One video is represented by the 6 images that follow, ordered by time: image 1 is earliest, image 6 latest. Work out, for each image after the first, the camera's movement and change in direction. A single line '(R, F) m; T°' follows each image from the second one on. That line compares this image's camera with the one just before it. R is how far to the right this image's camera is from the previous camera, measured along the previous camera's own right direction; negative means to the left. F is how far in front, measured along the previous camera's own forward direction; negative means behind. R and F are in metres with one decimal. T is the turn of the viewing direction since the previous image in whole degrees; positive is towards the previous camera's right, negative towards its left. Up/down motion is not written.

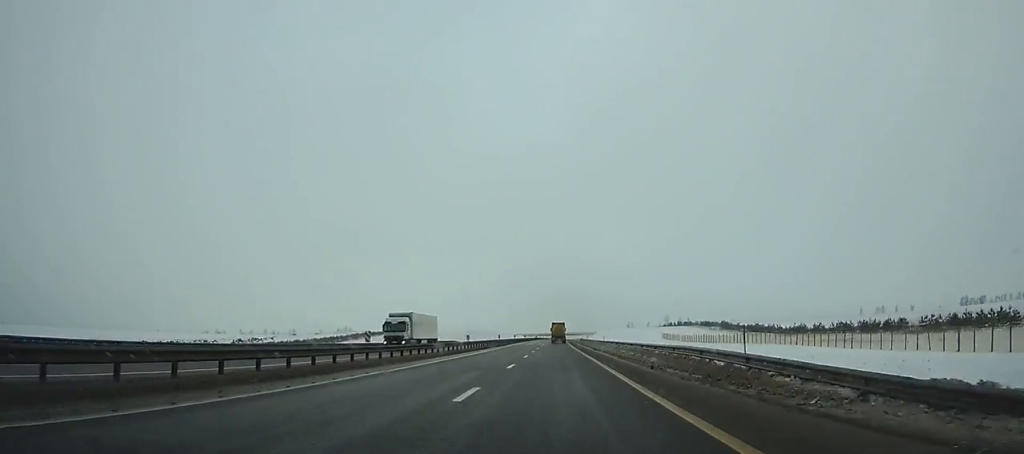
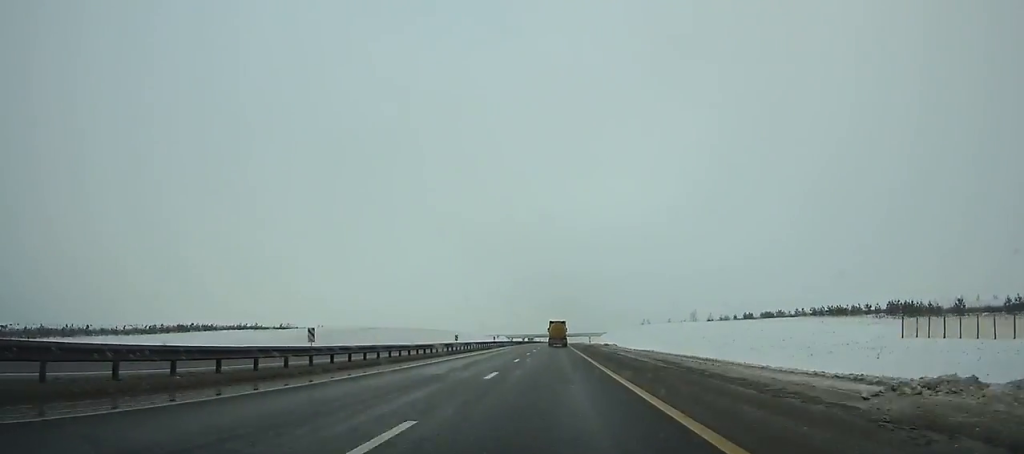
(+0.7, +124.2) m; +1°
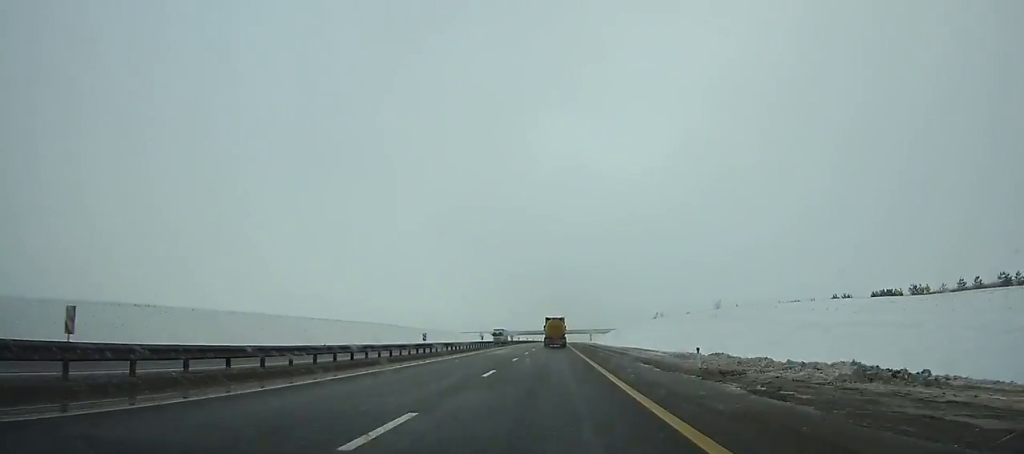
(+0.3, +70.6) m; +1°
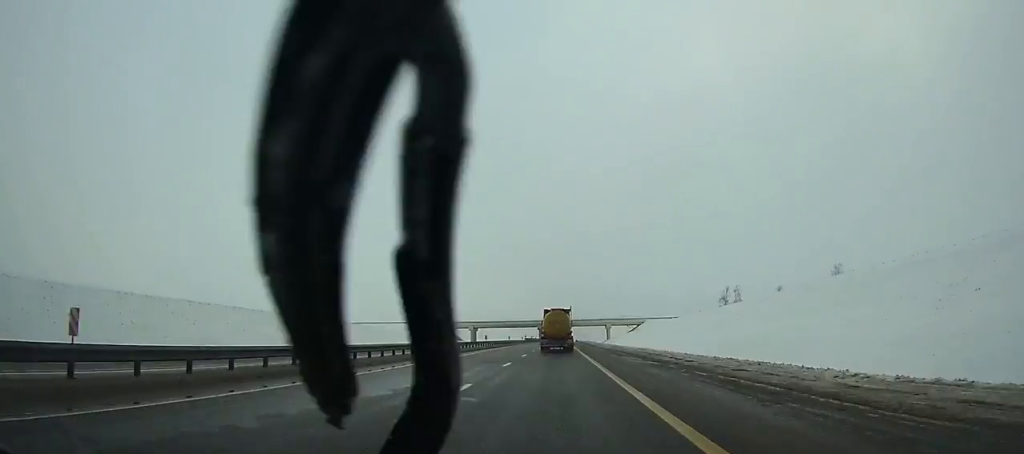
(+1.5, +147.0) m; +1°
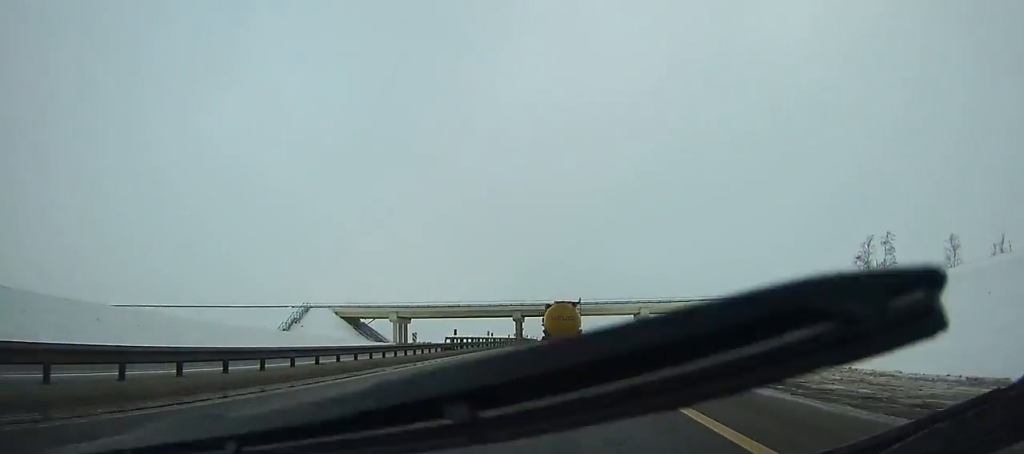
(+0.1, +93.1) m; 0°
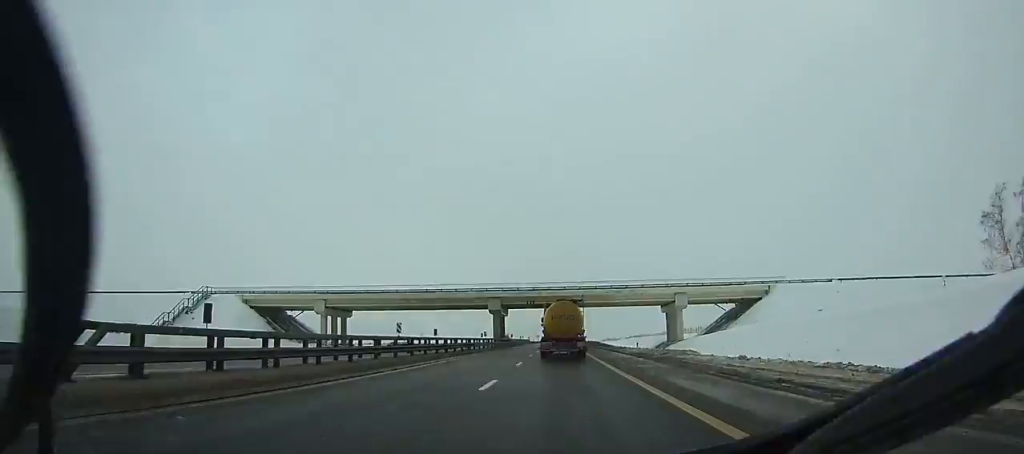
(-0.1, +34.9) m; 0°
